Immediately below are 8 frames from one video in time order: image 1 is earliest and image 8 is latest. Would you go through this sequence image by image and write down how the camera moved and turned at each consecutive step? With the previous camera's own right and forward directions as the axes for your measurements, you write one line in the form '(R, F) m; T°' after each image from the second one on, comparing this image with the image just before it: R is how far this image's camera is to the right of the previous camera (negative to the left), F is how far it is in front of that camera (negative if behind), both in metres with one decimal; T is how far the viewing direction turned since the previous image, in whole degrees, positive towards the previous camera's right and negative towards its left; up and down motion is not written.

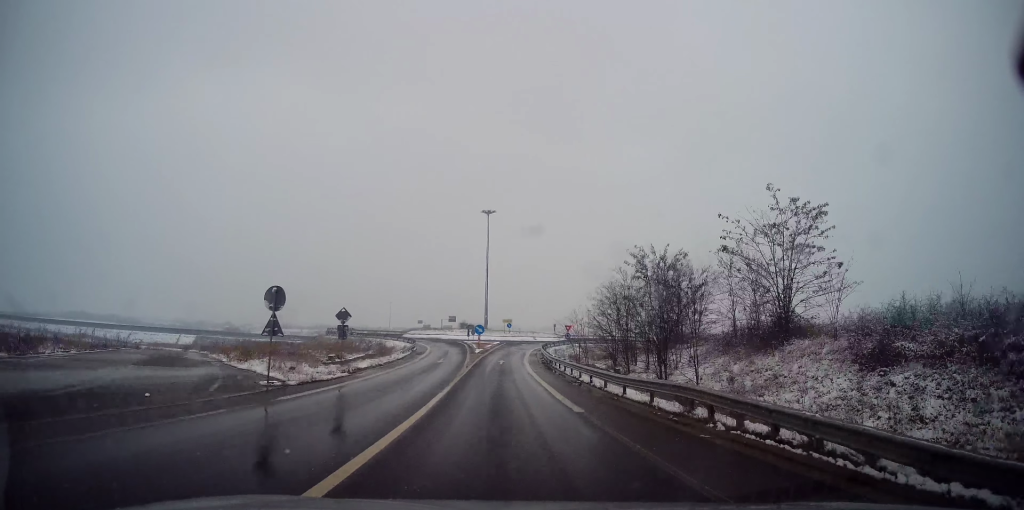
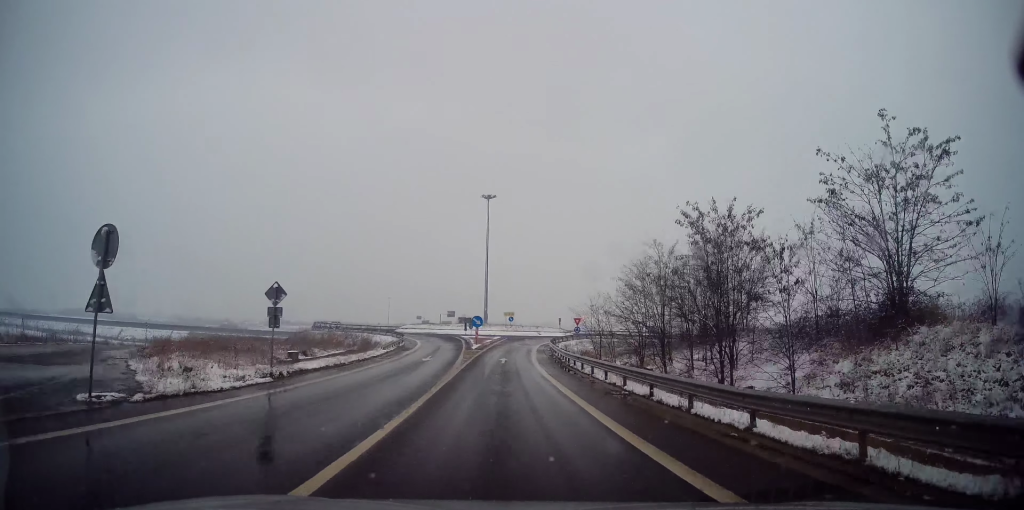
(-0.1, +8.2) m; 0°
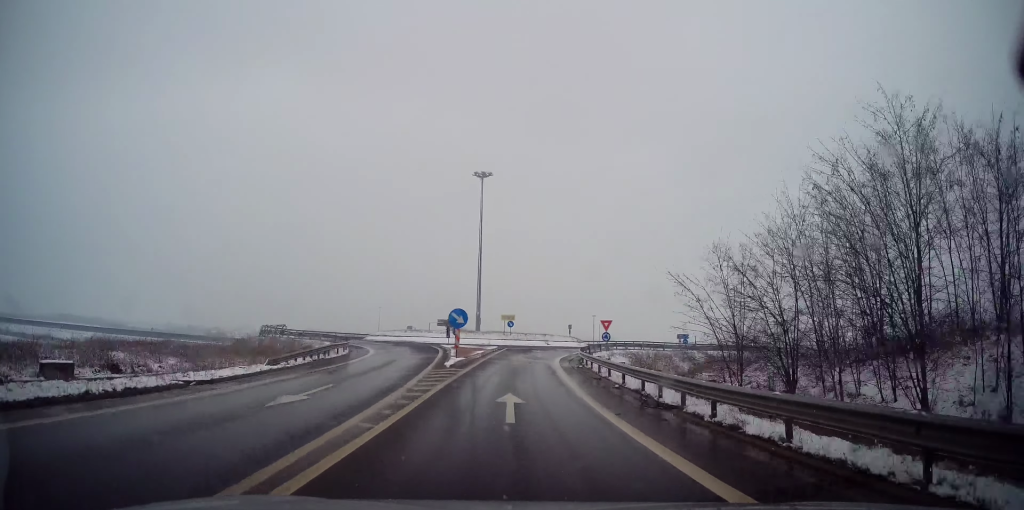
(+0.6, +19.2) m; +2°
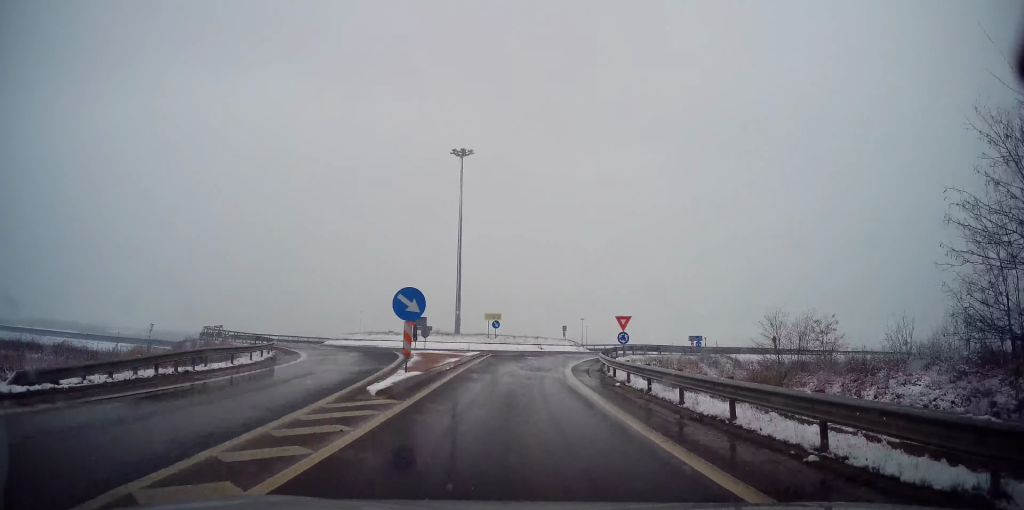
(-0.1, +11.5) m; +1°
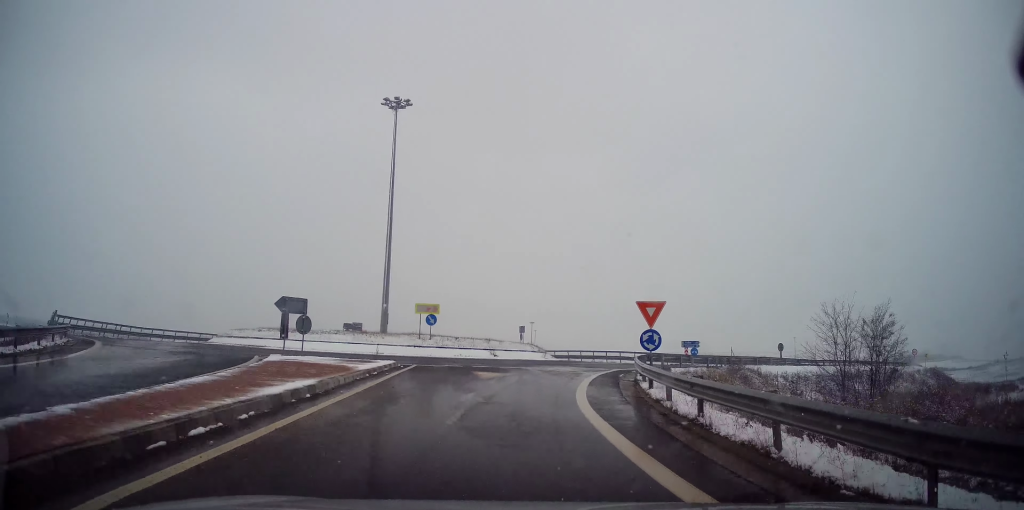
(+0.3, +16.3) m; +5°
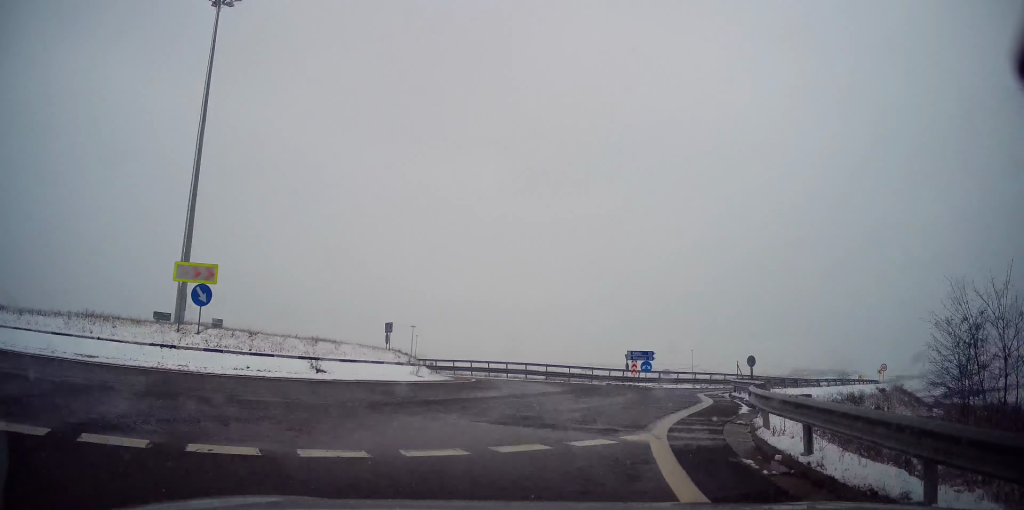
(+2.0, +19.0) m; +12°
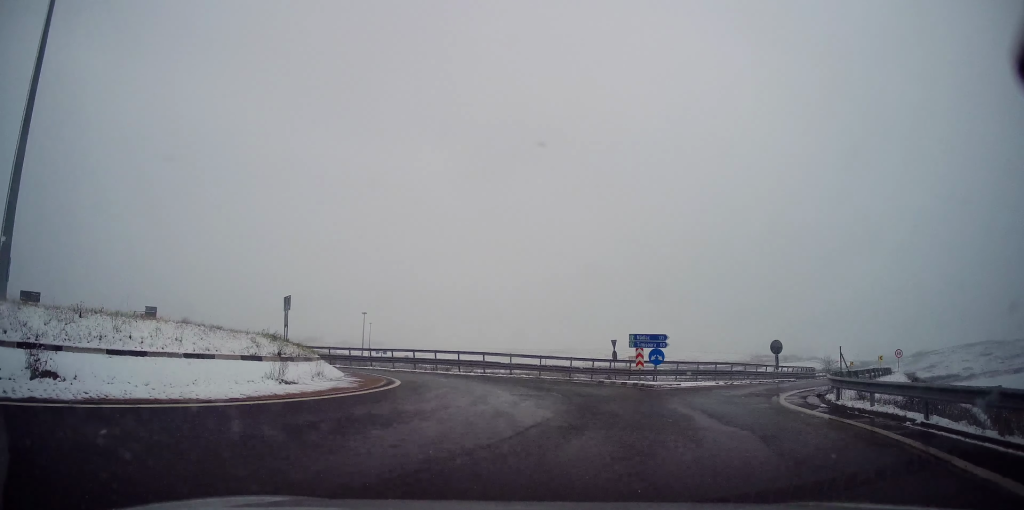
(+0.9, +11.6) m; +2°
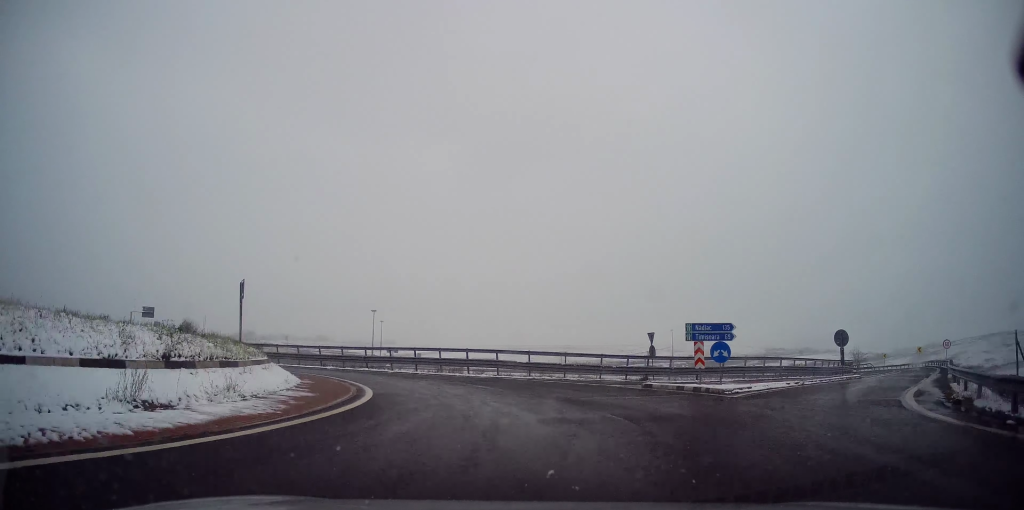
(-0.3, +6.2) m; -2°
